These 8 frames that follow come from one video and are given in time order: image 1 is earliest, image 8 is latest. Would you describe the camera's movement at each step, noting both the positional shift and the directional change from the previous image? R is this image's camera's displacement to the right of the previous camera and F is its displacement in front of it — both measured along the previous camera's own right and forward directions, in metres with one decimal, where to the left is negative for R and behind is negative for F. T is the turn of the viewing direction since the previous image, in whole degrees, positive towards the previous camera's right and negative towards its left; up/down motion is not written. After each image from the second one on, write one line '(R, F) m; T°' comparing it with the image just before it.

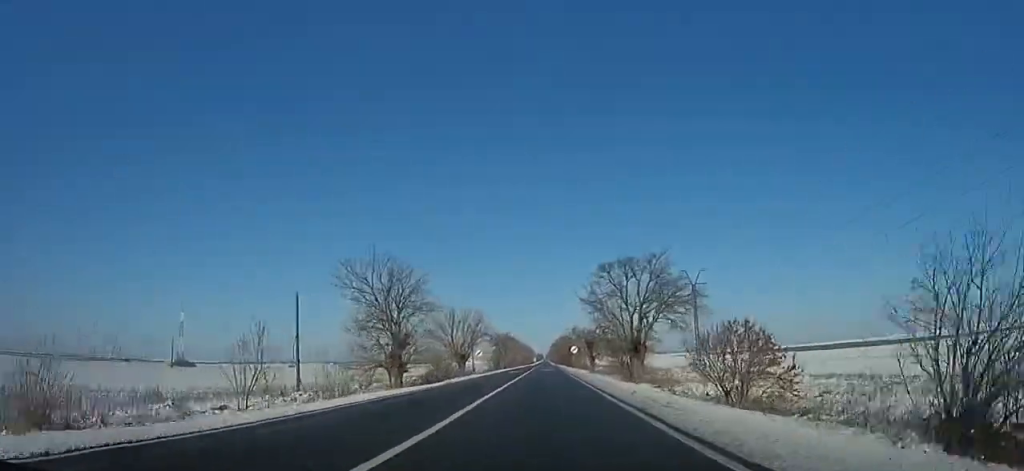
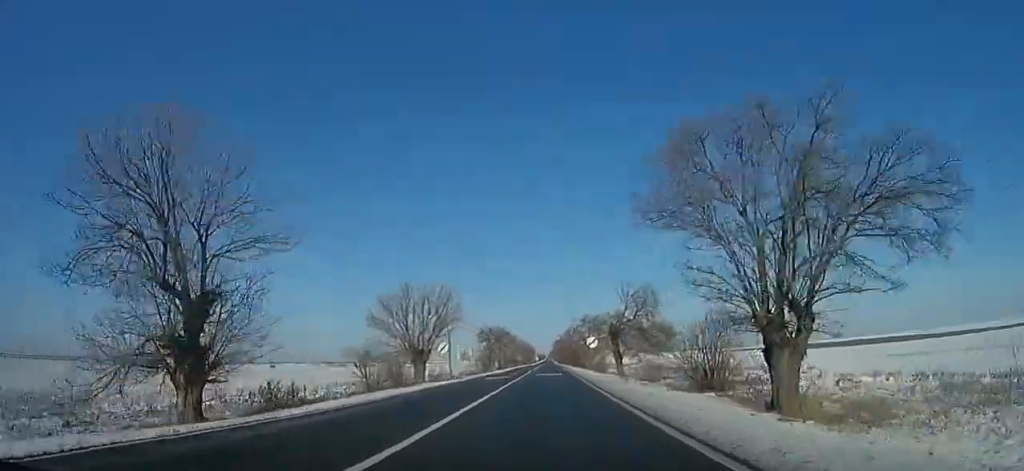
(-0.2, +21.8) m; +1°
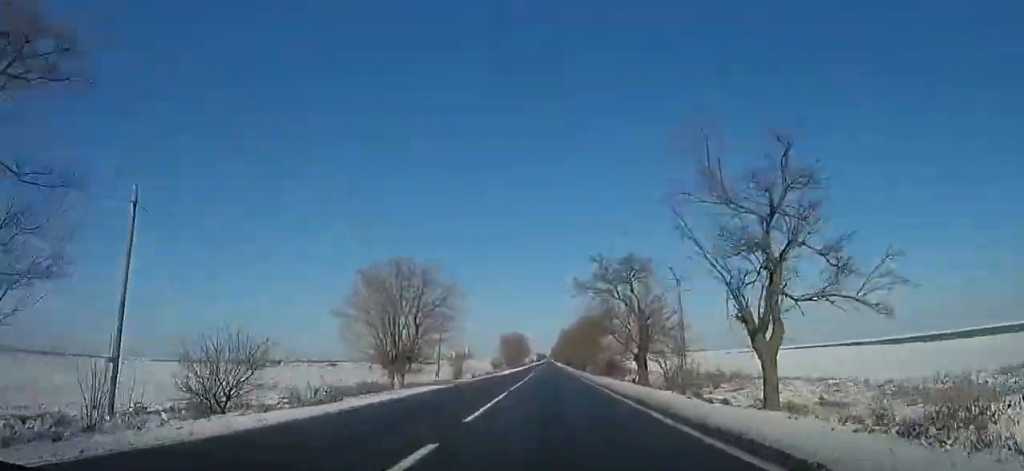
(+0.6, +103.6) m; -1°
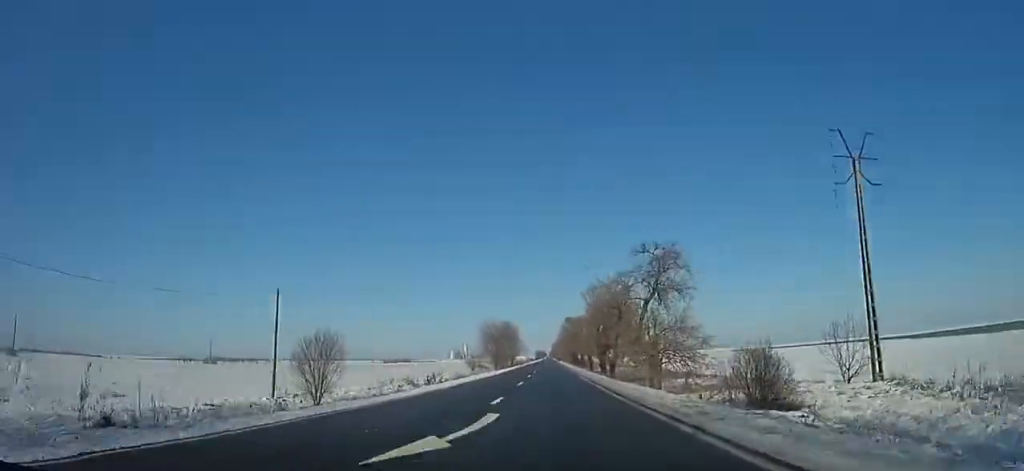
(0.0, +39.7) m; 0°
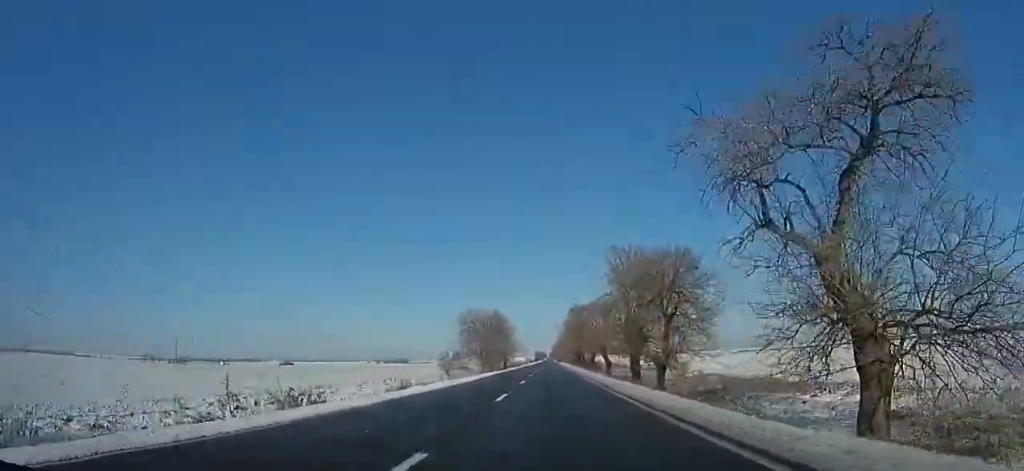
(0.0, +22.8) m; 0°
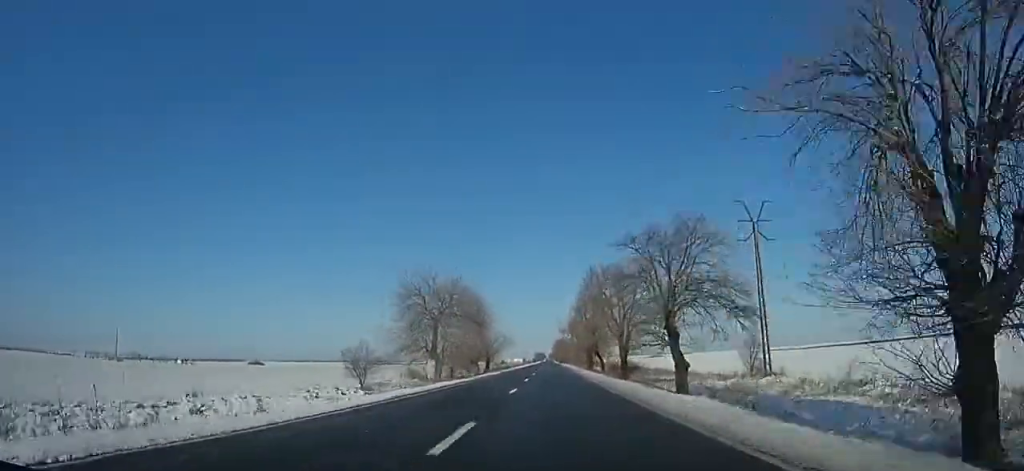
(0.0, +32.1) m; 0°
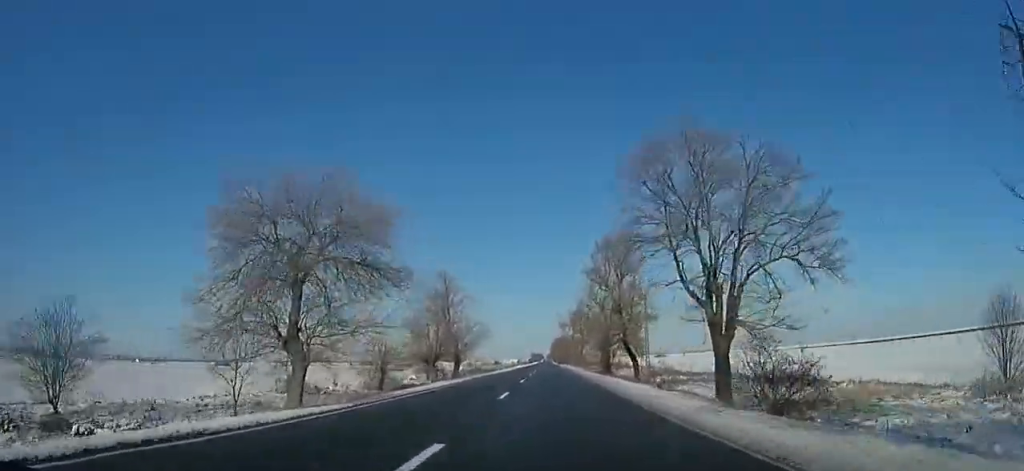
(0.0, +26.2) m; 0°
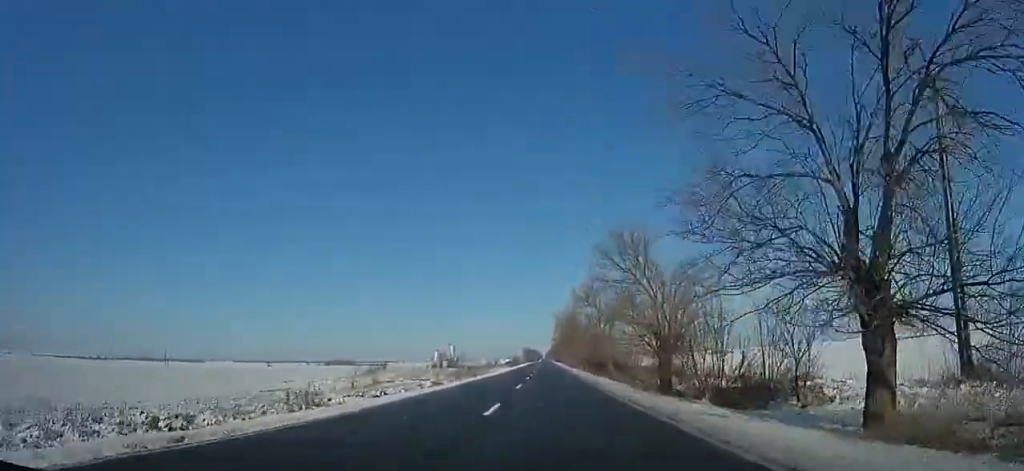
(0.0, +134.7) m; 0°
